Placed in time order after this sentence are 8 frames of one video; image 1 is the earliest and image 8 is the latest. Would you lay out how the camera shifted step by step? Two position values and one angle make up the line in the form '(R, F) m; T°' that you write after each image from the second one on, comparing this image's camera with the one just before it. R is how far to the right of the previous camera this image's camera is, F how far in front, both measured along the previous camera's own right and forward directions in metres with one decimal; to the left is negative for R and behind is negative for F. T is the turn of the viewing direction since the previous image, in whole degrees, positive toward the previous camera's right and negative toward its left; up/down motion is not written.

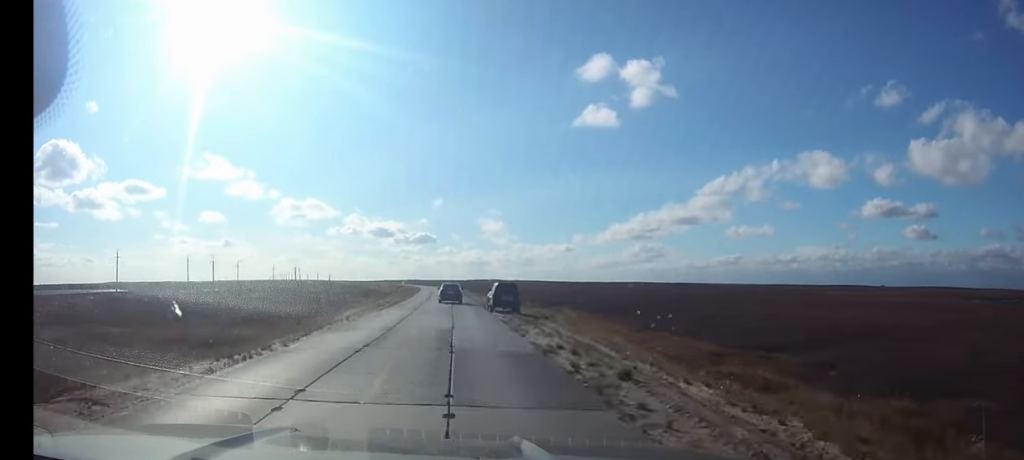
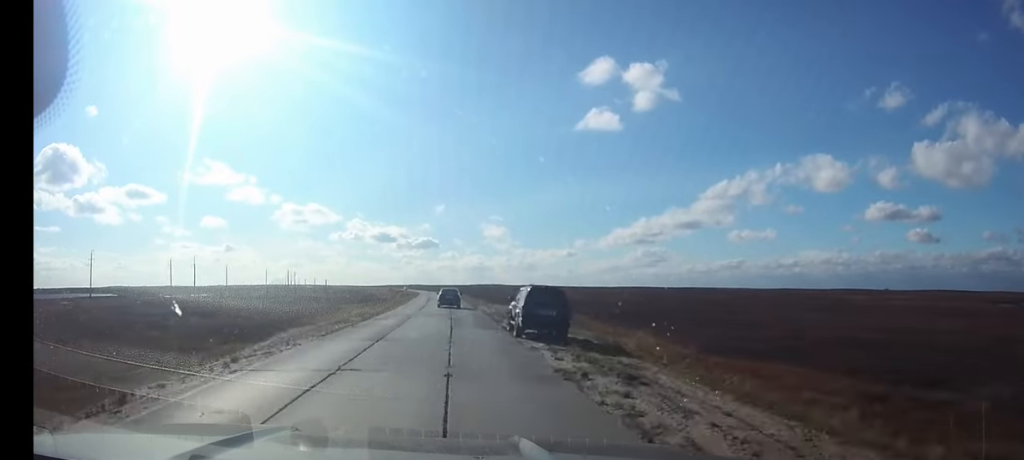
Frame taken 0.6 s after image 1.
(-0.1, +14.4) m; 0°
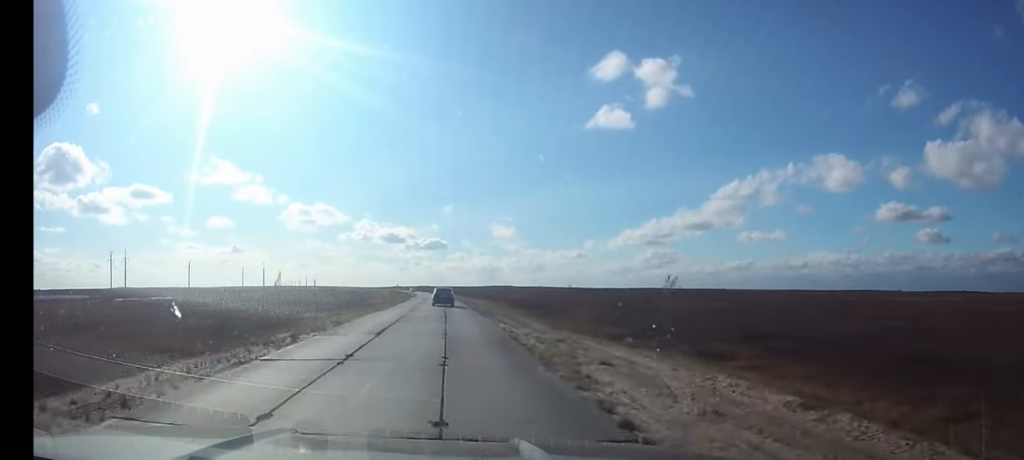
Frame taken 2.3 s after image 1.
(-0.3, +40.6) m; -1°
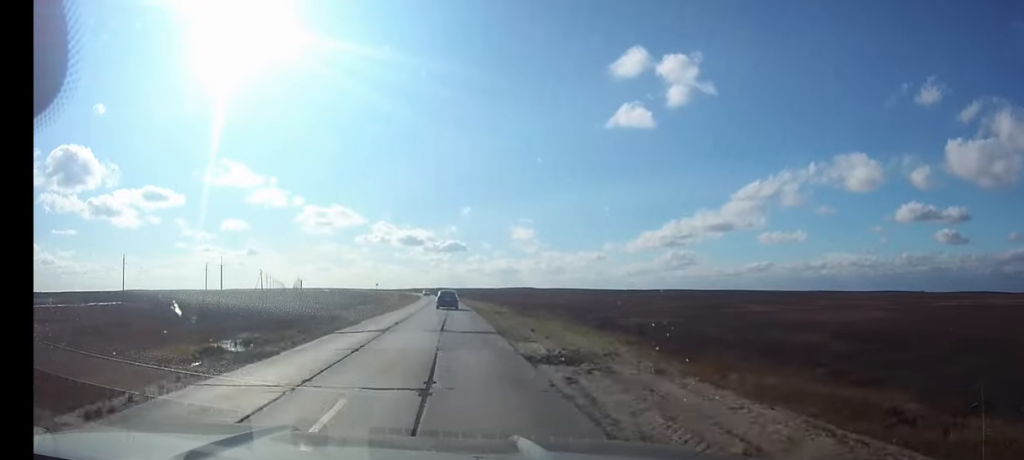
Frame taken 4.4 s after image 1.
(-0.7, +49.9) m; -2°
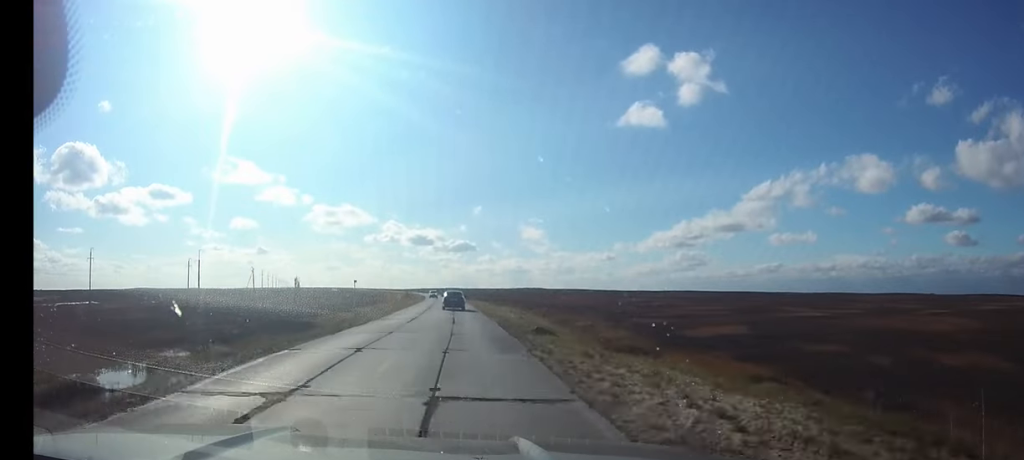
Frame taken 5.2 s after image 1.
(-0.1, +19.2) m; 0°
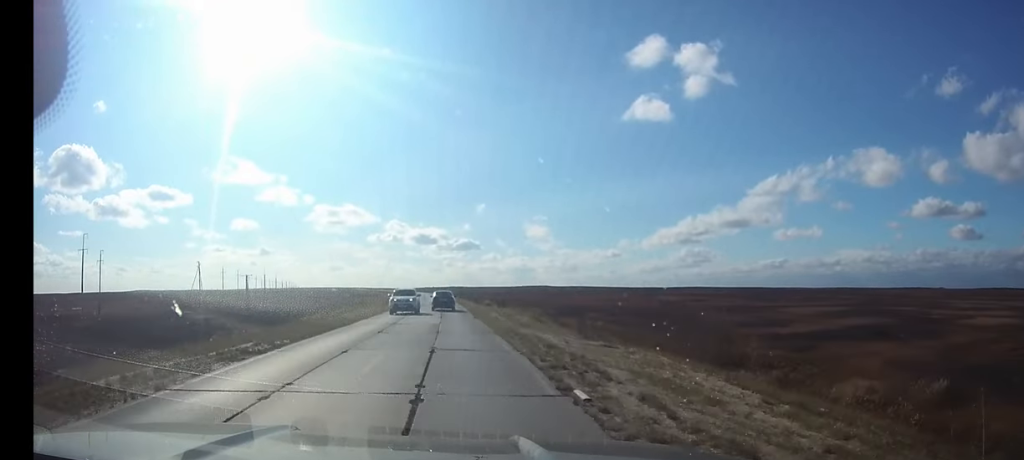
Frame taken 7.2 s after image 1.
(-0.4, +47.7) m; -1°
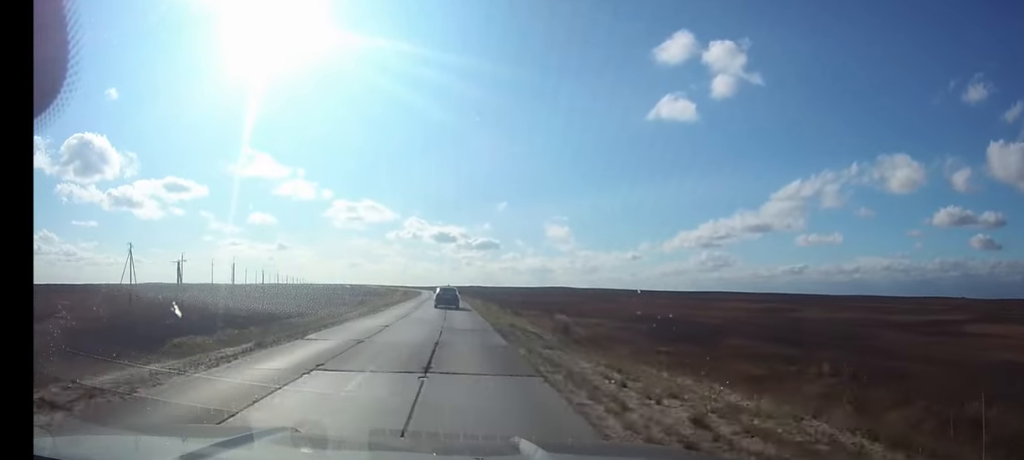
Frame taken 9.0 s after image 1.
(-0.7, +47.4) m; -1°
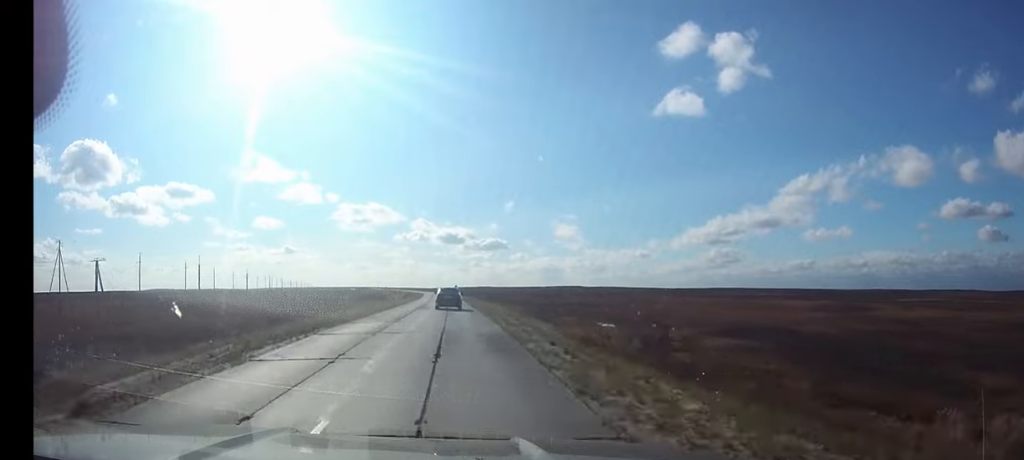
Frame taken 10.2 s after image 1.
(-0.2, +30.0) m; -1°
